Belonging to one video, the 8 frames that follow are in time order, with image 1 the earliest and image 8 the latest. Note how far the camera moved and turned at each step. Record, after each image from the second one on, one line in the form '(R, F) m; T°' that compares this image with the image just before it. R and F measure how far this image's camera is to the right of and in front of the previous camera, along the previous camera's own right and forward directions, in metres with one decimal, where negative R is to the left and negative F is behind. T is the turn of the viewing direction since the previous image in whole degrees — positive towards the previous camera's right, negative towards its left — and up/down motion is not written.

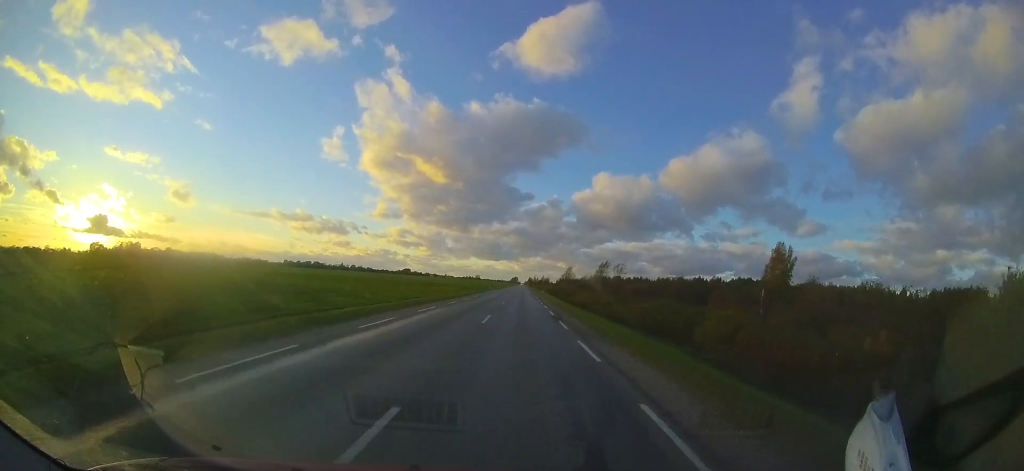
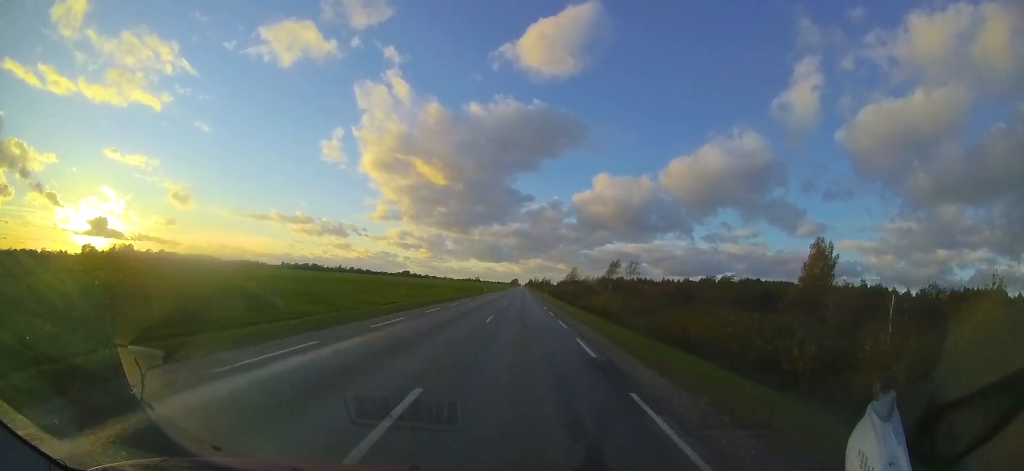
(+0.1, +11.2) m; +1°
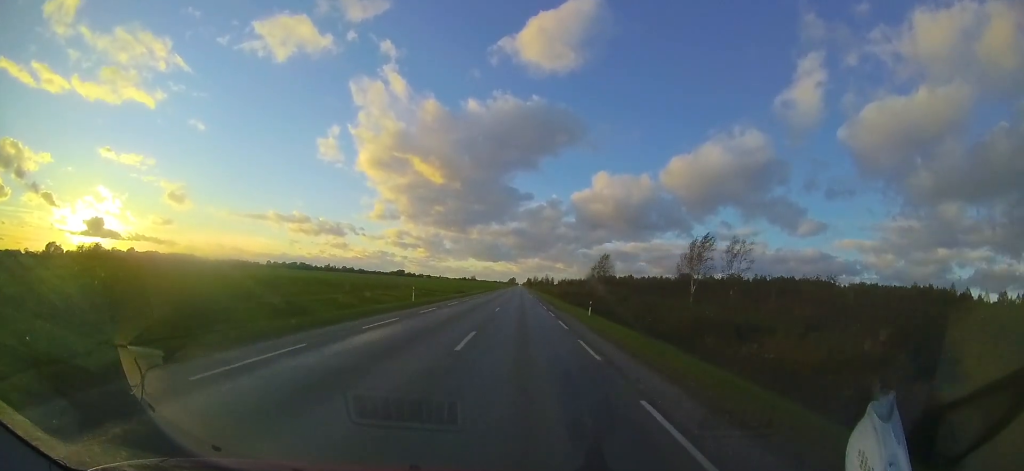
(+0.1, +42.2) m; -1°
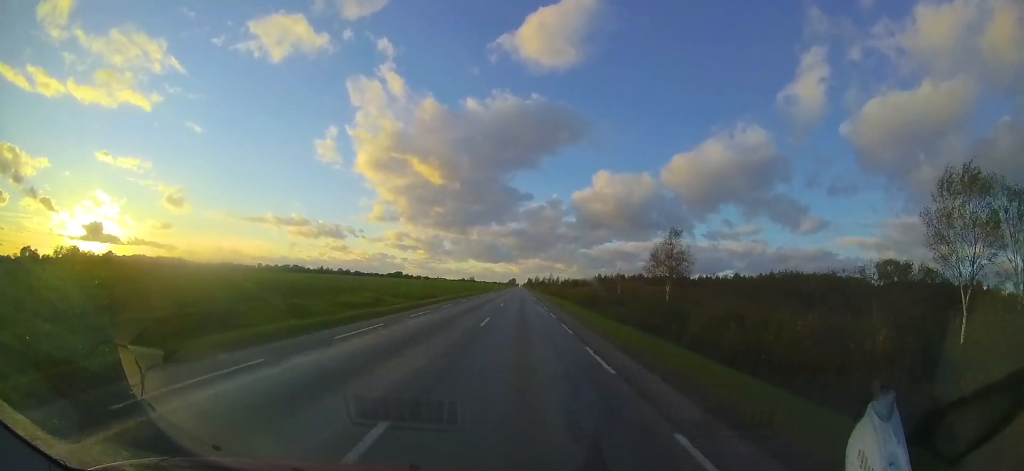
(-0.2, +31.5) m; 0°
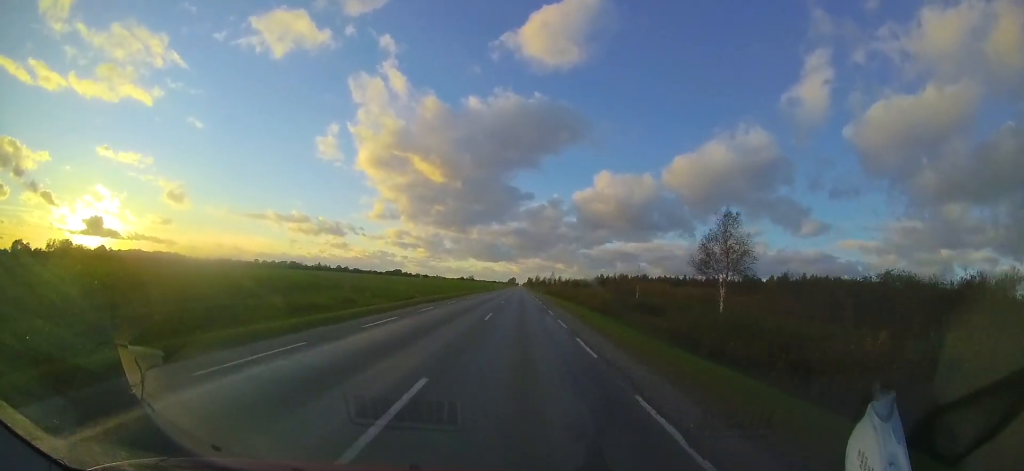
(+0.1, +10.4) m; 0°
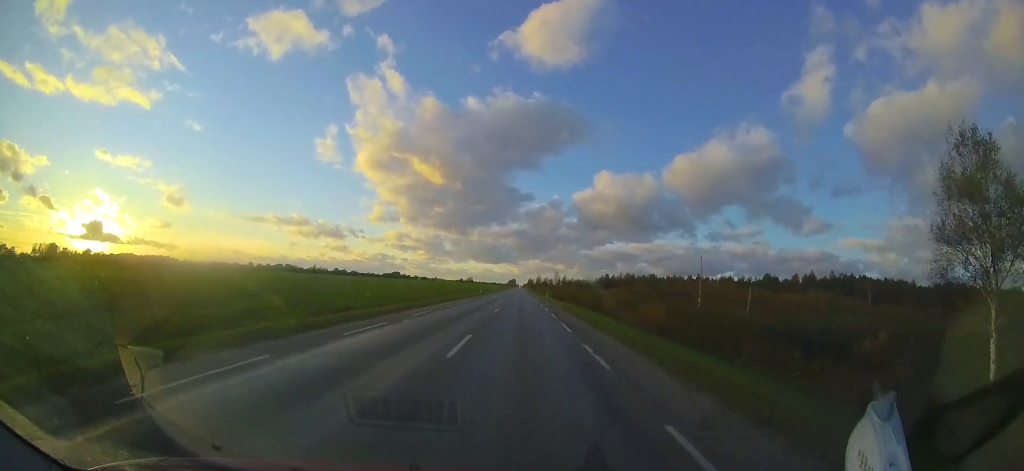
(0.0, +18.6) m; -1°
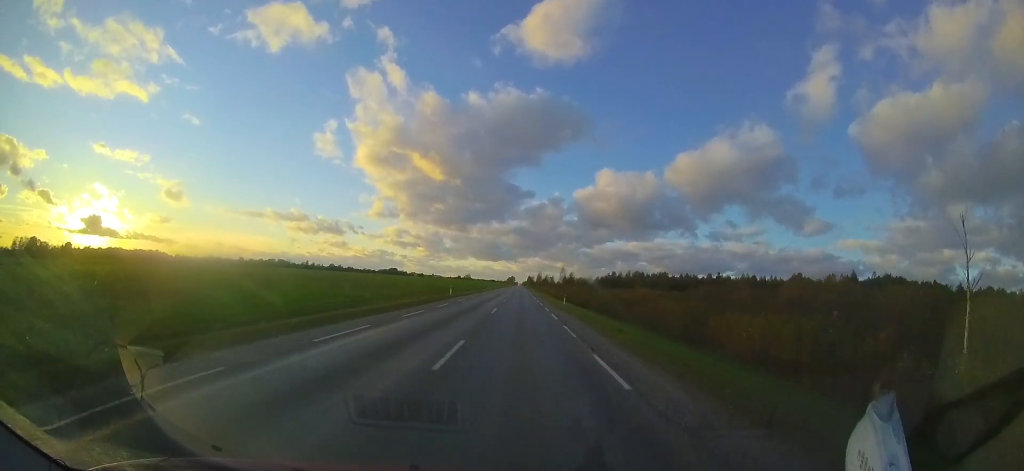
(-0.3, +25.1) m; 0°
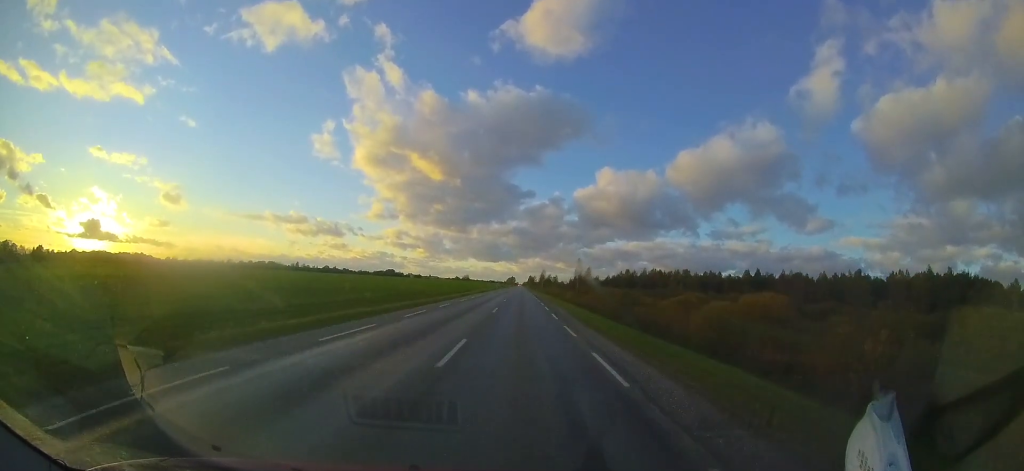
(+0.3, +35.9) m; +1°
